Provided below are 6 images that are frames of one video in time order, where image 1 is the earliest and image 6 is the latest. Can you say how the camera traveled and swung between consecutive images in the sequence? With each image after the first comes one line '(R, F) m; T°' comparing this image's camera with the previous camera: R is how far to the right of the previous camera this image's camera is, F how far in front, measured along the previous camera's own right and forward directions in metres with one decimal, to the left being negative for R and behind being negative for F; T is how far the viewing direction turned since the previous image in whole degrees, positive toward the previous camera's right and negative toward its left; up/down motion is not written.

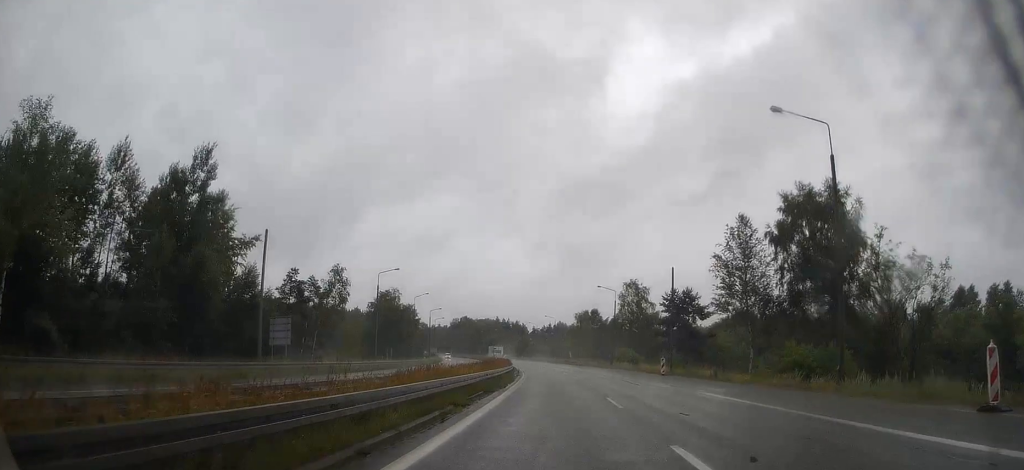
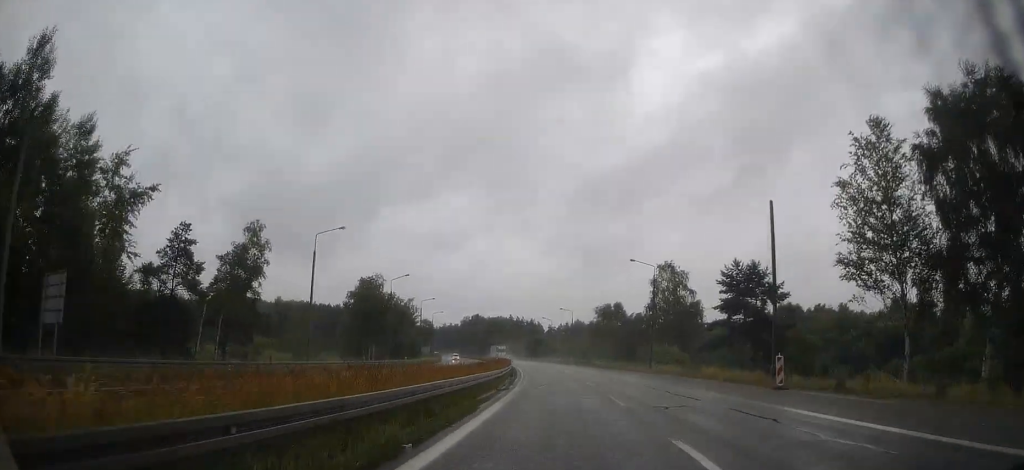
(-0.2, +22.3) m; -1°
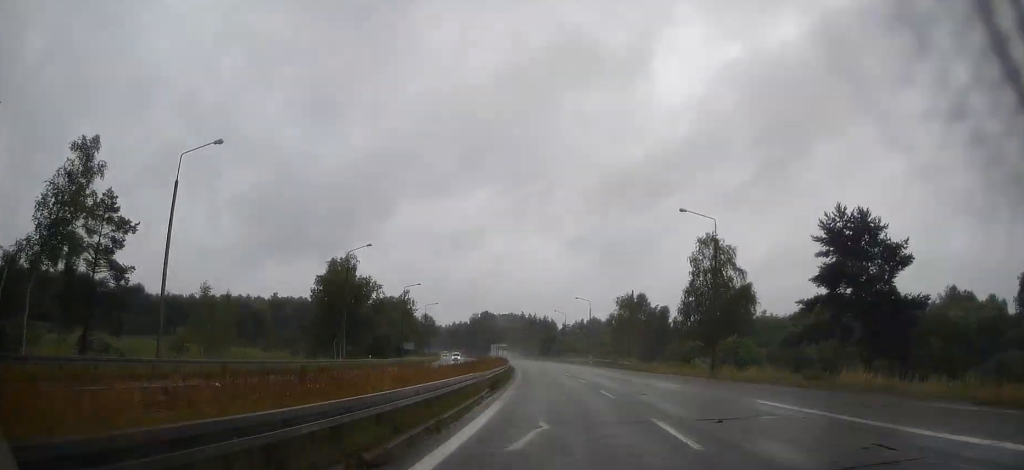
(-0.3, +20.2) m; -1°
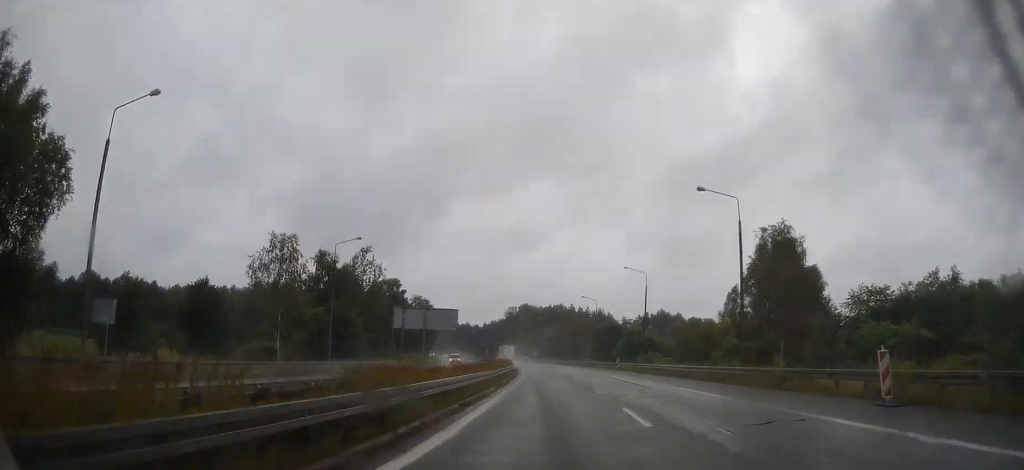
(-2.3, +65.8) m; -4°
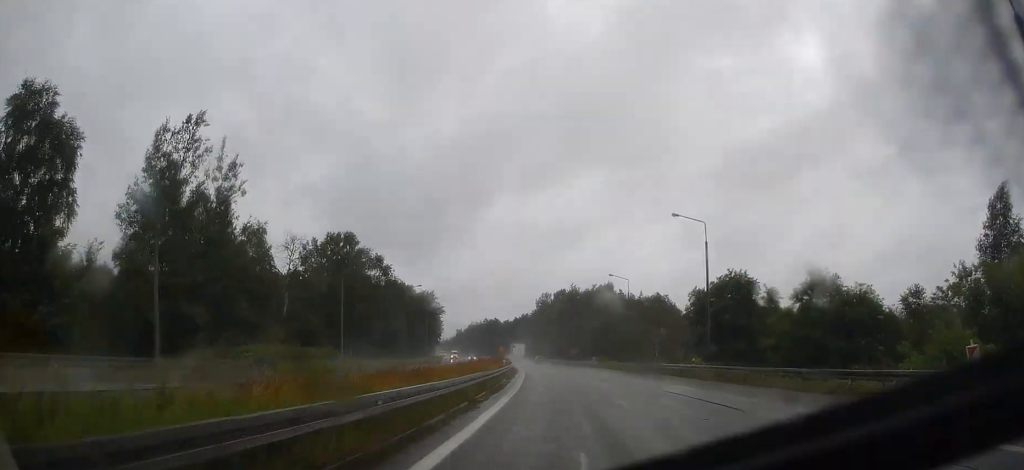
(-1.6, +53.0) m; -4°
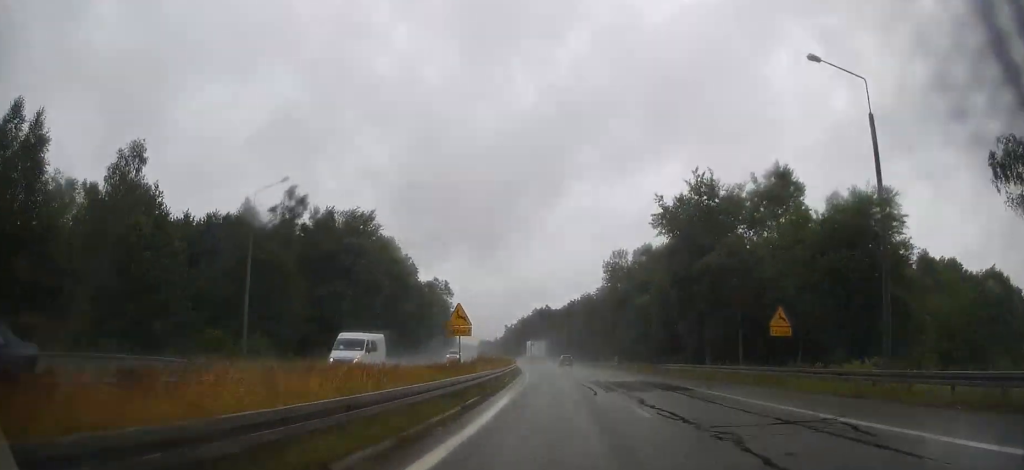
(-4.3, +82.4) m; -6°
